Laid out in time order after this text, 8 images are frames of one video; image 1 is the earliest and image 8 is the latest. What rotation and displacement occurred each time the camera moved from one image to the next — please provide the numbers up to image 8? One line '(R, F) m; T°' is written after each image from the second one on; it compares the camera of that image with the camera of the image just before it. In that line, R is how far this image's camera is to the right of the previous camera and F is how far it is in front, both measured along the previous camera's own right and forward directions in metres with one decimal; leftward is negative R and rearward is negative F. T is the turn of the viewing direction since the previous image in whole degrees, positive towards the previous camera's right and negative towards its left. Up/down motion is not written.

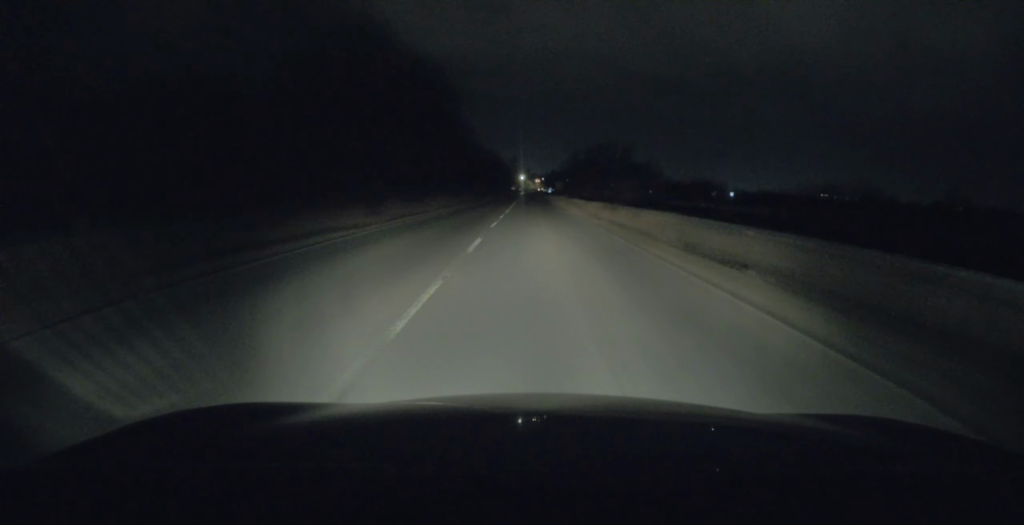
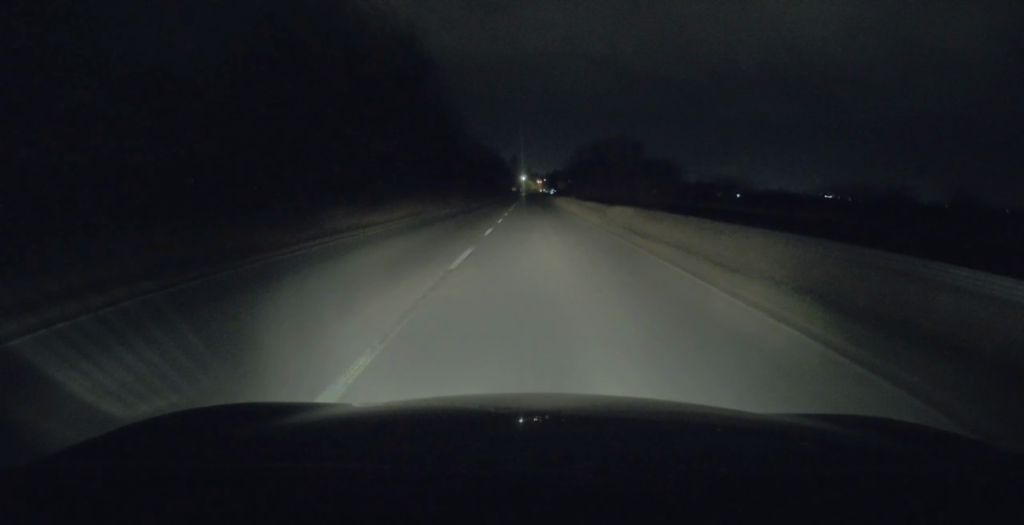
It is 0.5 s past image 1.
(+0.1, +10.8) m; 0°
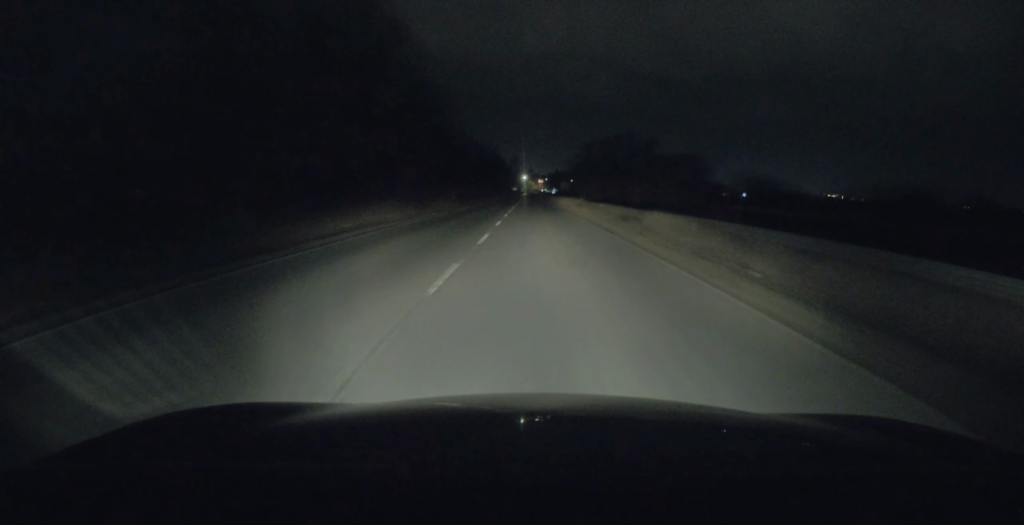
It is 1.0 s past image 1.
(-0.2, +10.0) m; 0°
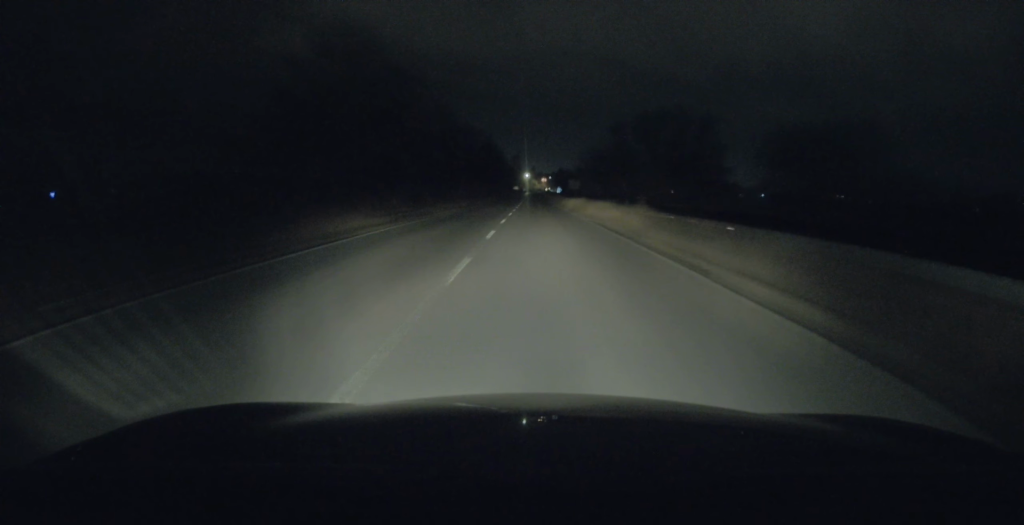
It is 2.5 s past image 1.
(+0.2, +30.2) m; 0°
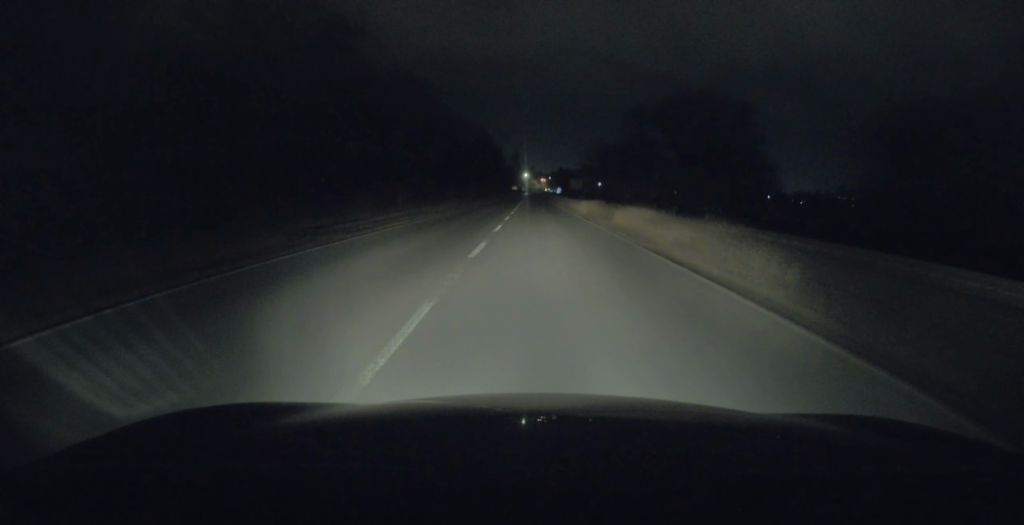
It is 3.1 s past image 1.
(-0.2, +12.0) m; 0°
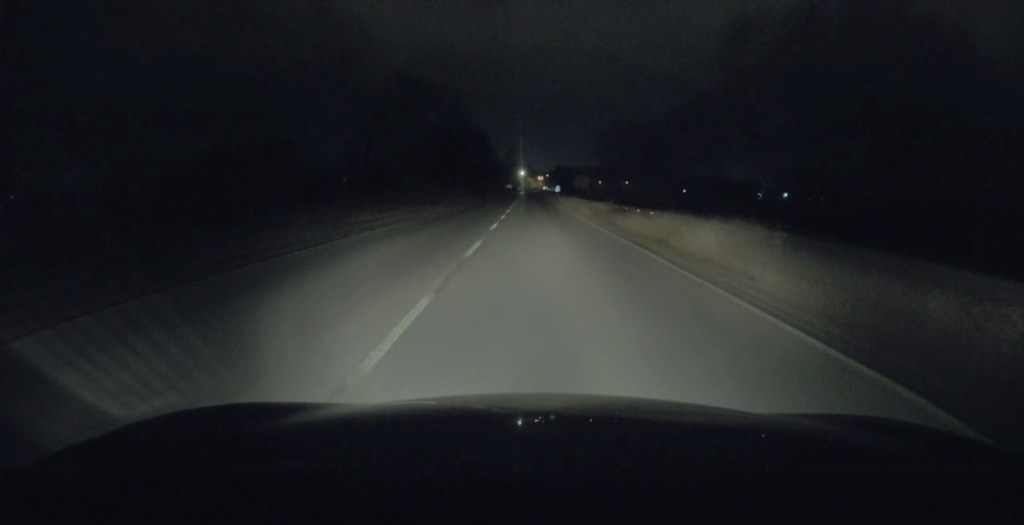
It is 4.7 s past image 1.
(+0.2, +30.5) m; 0°
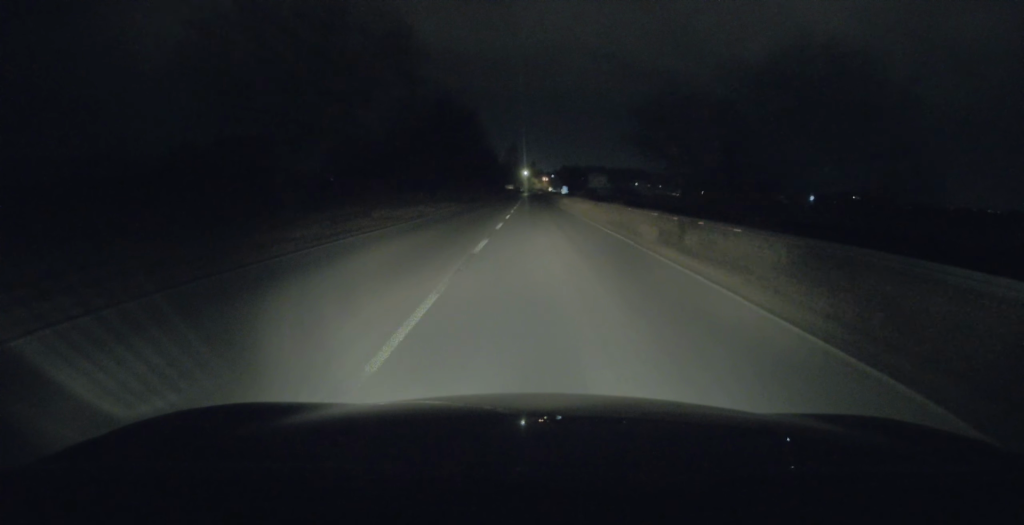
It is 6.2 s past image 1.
(-0.3, +30.4) m; 0°
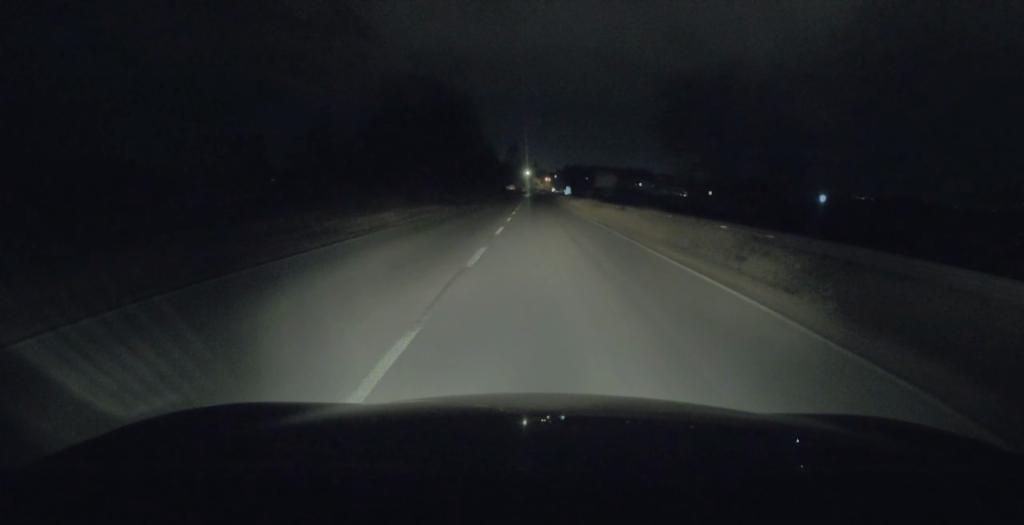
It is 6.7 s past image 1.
(0.0, +9.9) m; 0°
